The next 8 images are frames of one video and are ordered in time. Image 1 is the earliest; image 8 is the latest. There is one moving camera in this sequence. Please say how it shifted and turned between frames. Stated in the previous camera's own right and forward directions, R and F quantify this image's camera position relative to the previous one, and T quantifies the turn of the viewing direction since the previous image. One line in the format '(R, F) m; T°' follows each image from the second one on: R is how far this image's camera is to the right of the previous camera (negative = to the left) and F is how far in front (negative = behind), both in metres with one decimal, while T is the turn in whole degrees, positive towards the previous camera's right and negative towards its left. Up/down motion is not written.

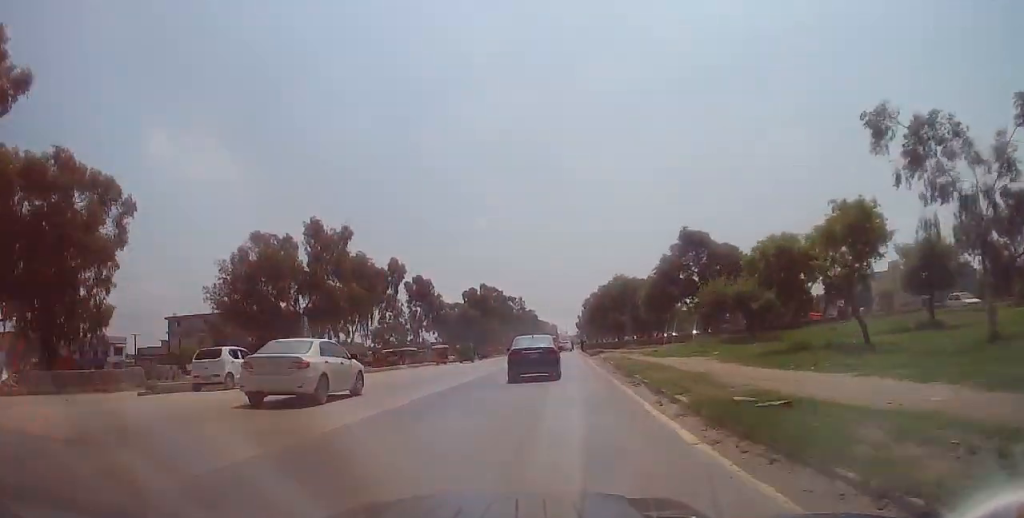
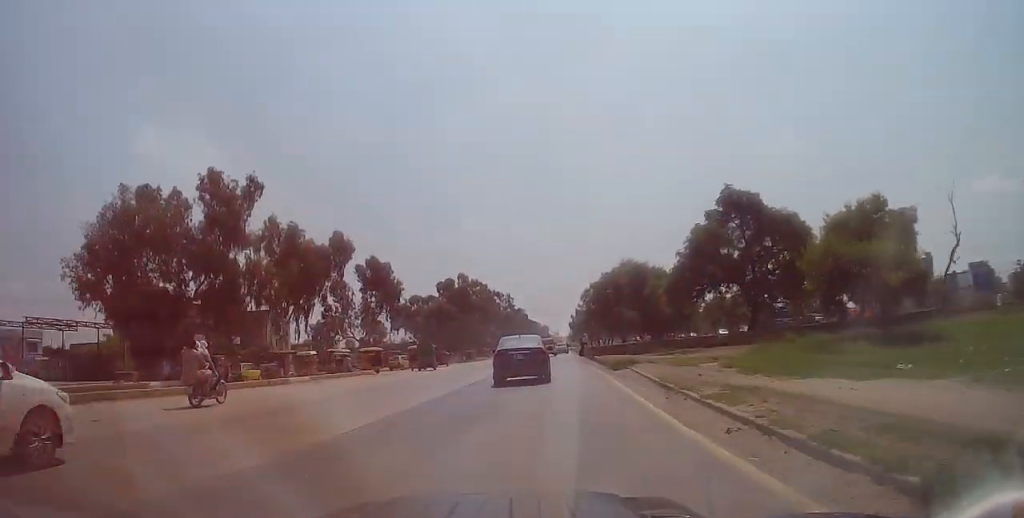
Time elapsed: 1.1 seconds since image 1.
(+0.2, +19.4) m; +1°
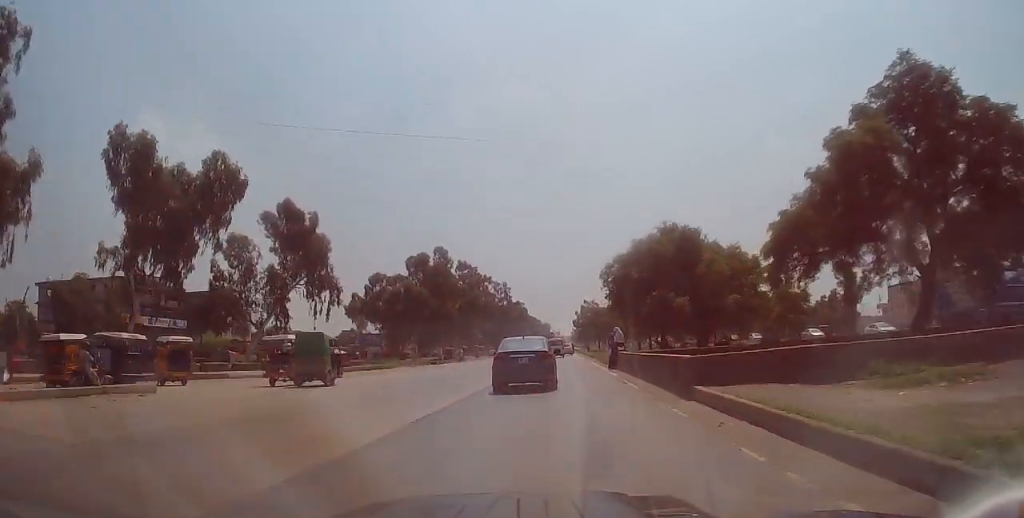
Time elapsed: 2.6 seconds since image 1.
(+0.3, +25.2) m; +1°
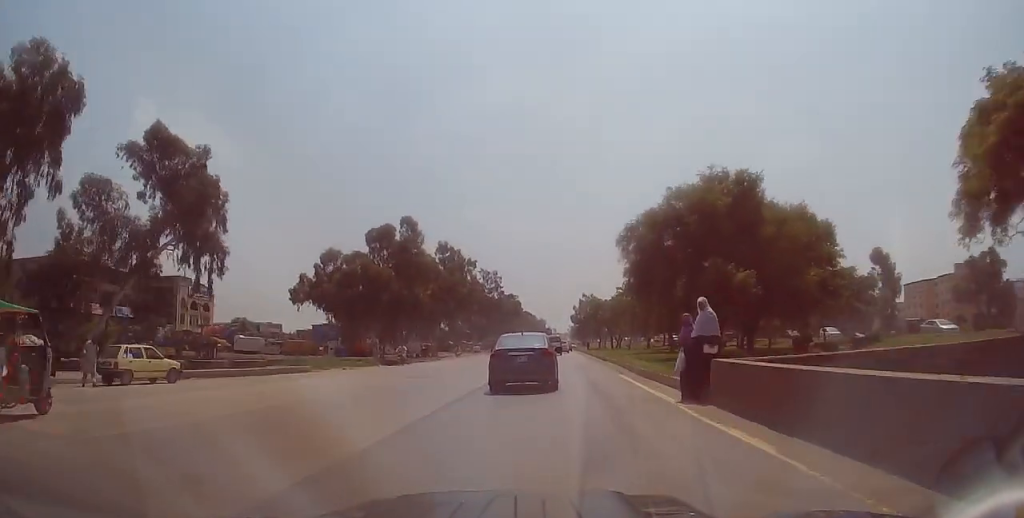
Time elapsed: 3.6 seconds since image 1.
(-0.1, +16.6) m; -1°
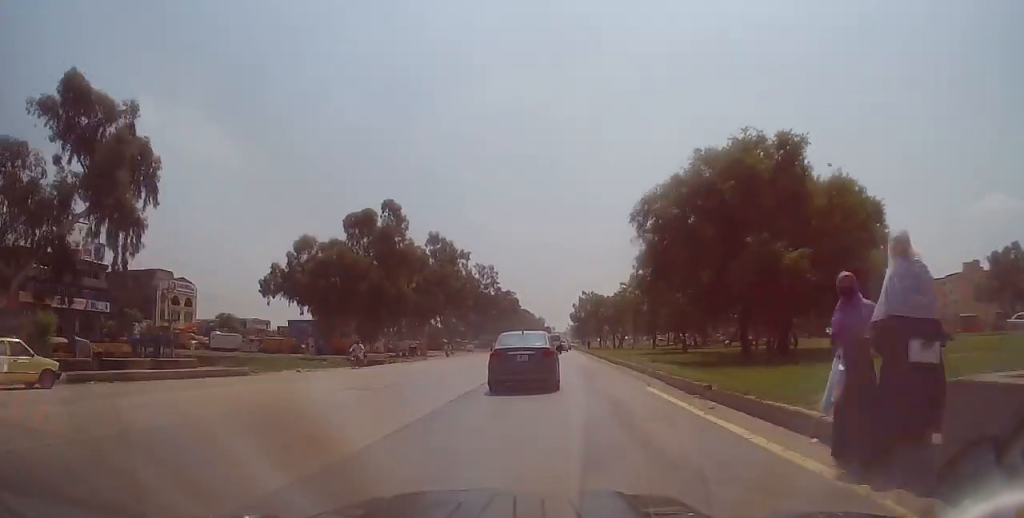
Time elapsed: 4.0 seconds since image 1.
(0.0, +6.8) m; 0°
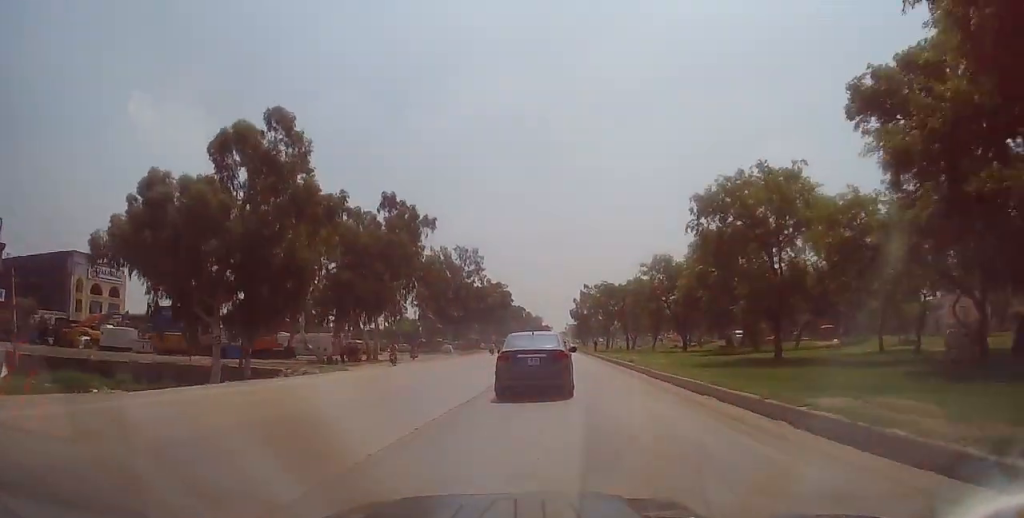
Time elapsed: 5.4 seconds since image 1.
(0.0, +24.1) m; 0°
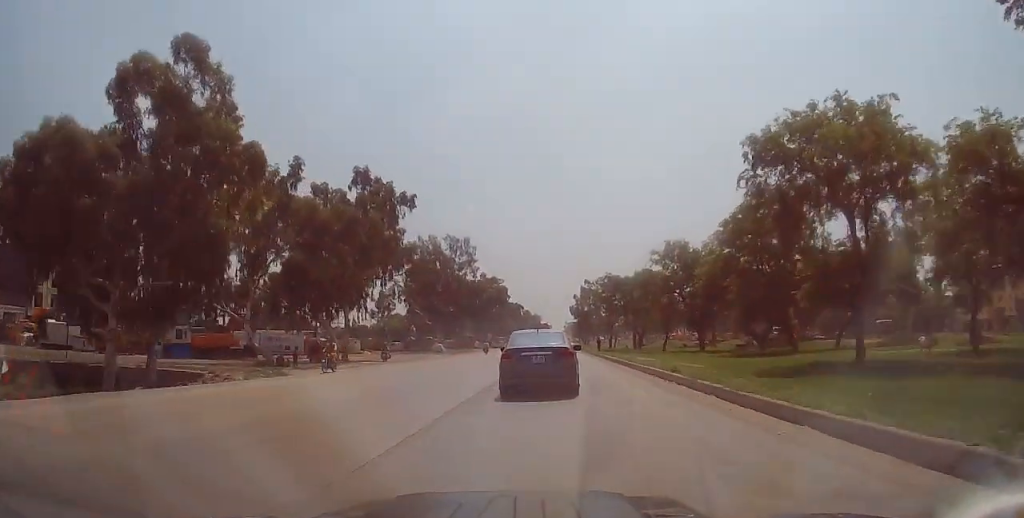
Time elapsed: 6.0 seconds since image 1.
(0.0, +9.3) m; 0°
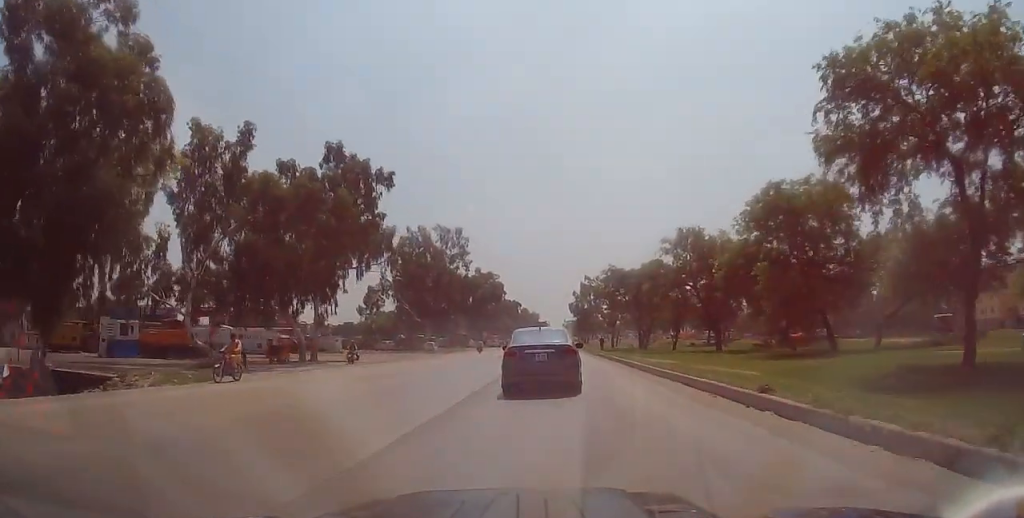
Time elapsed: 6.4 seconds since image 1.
(0.0, +7.0) m; 0°
